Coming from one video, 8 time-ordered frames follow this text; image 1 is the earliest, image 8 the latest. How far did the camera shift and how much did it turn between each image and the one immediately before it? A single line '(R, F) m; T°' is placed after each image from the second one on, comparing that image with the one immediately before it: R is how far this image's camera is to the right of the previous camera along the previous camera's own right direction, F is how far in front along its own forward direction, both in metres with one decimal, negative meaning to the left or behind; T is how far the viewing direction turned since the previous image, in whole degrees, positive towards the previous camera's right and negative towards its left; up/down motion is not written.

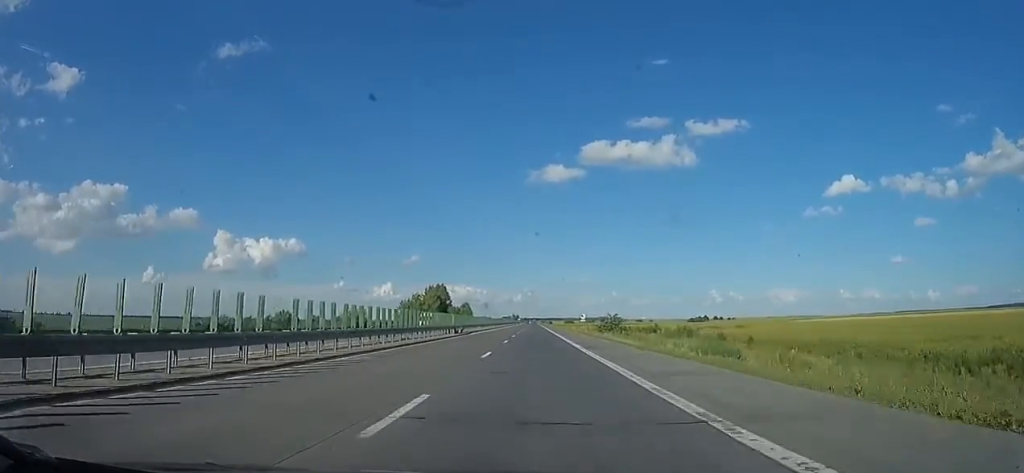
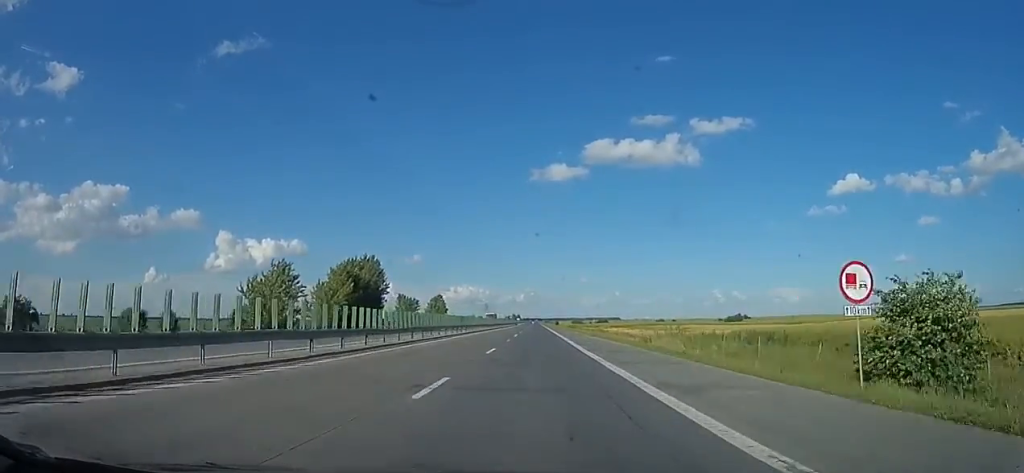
(+1.6, +56.7) m; +2°
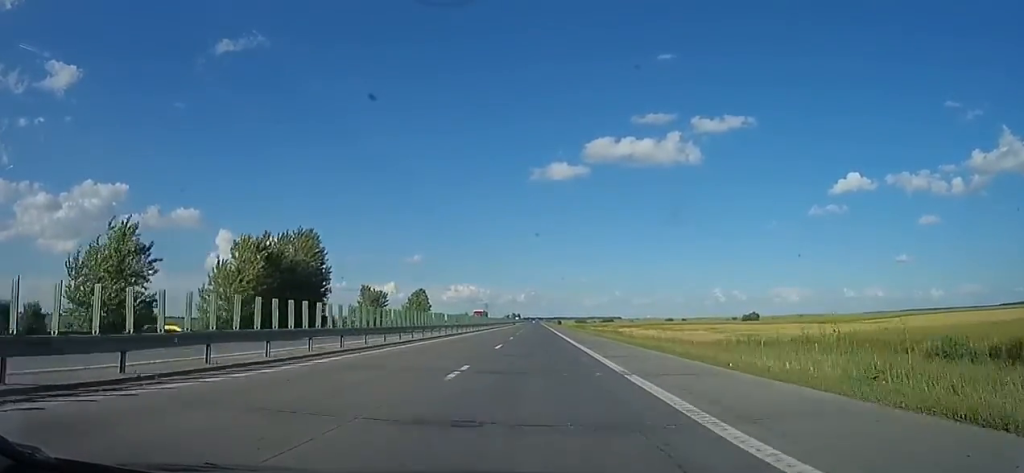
(0.0, +20.9) m; 0°
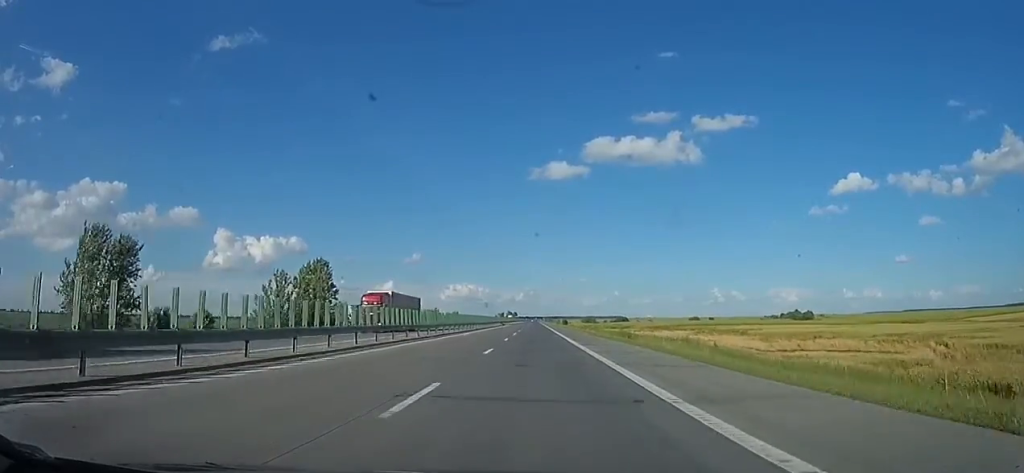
(-0.4, +51.6) m; 0°
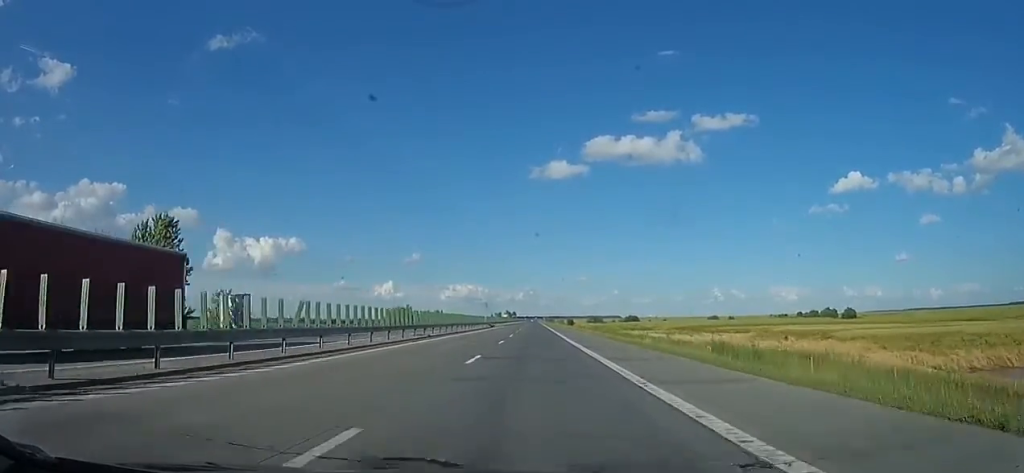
(+0.3, +27.7) m; 0°
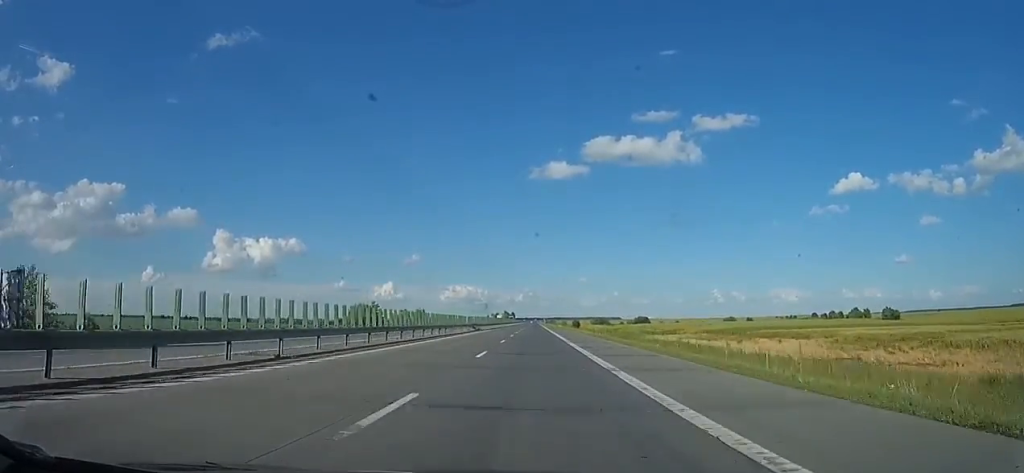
(-0.4, +21.2) m; -1°
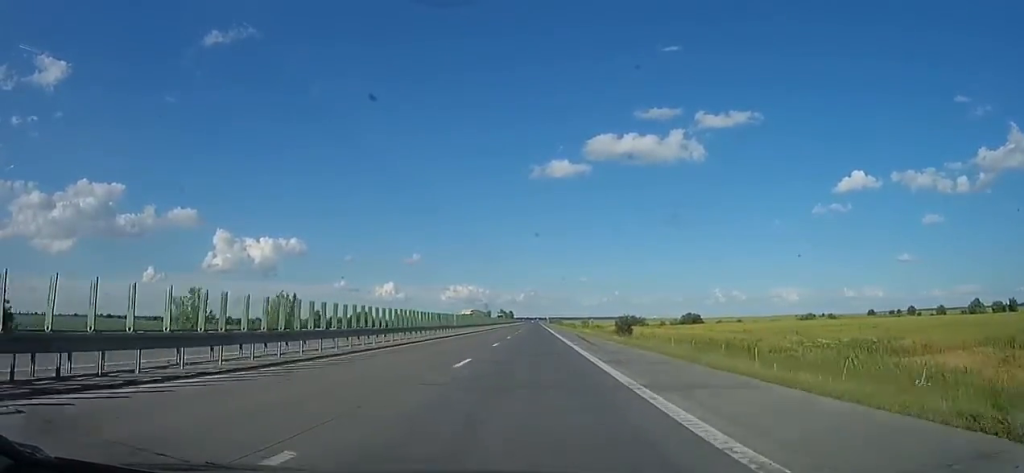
(+0.5, +64.1) m; +2°
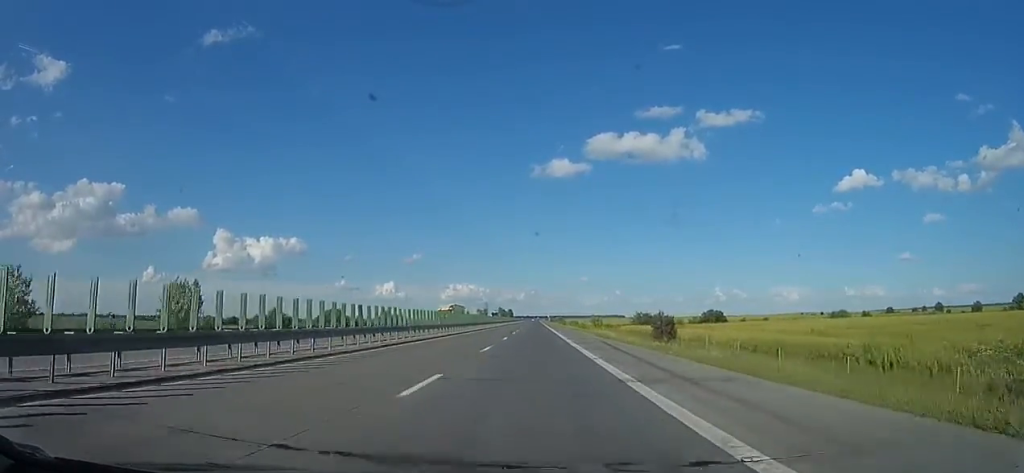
(+0.1, +17.1) m; 0°
